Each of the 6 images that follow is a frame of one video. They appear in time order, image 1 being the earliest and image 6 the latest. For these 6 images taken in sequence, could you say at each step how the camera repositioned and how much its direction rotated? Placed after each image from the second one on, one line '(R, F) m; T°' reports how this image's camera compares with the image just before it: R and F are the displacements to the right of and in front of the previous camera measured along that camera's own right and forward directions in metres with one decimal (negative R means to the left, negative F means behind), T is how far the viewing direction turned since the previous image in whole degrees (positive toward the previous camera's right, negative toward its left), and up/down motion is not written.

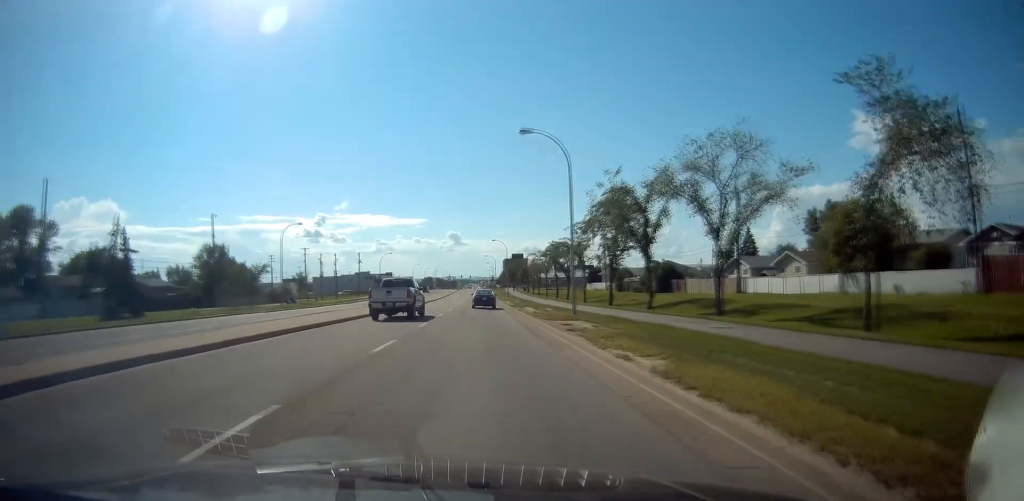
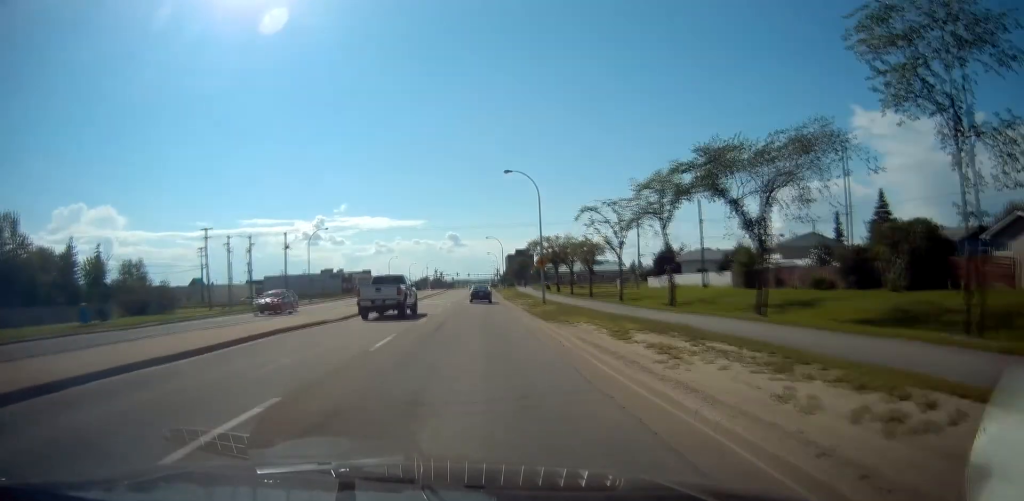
(0.0, +53.8) m; 0°
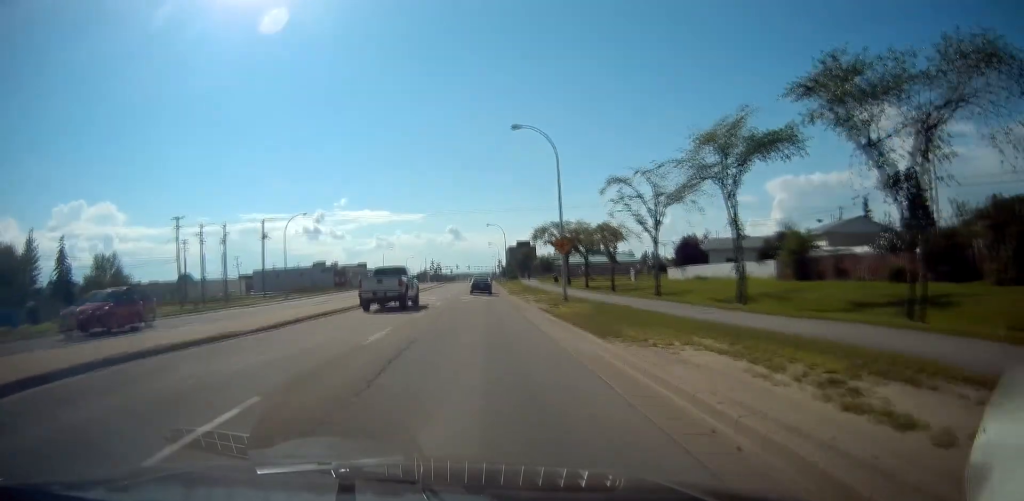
(0.0, +9.6) m; 0°
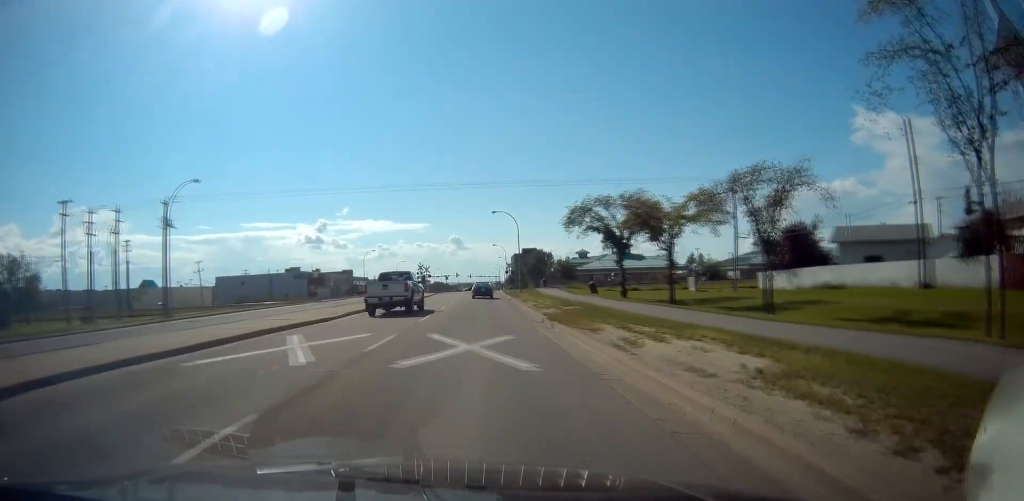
(0.0, +27.4) m; 0°
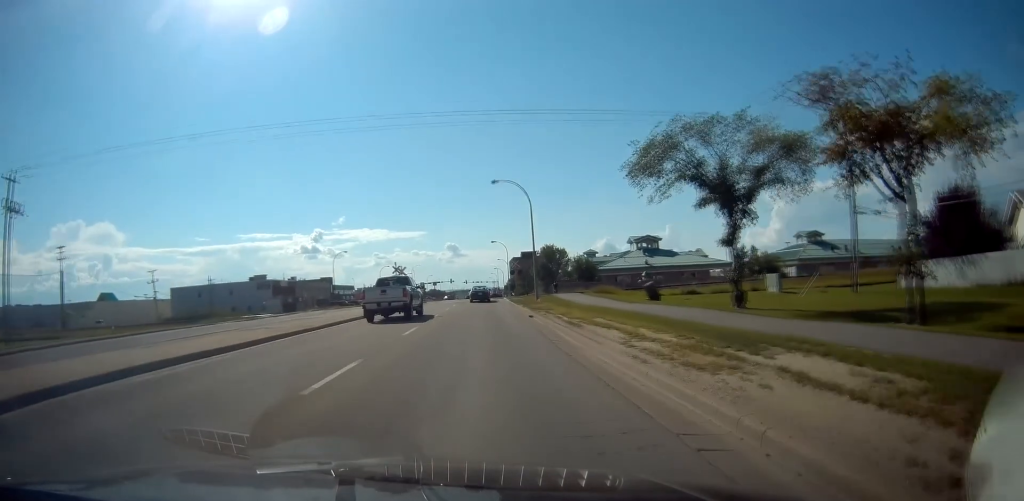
(0.0, +22.0) m; 0°
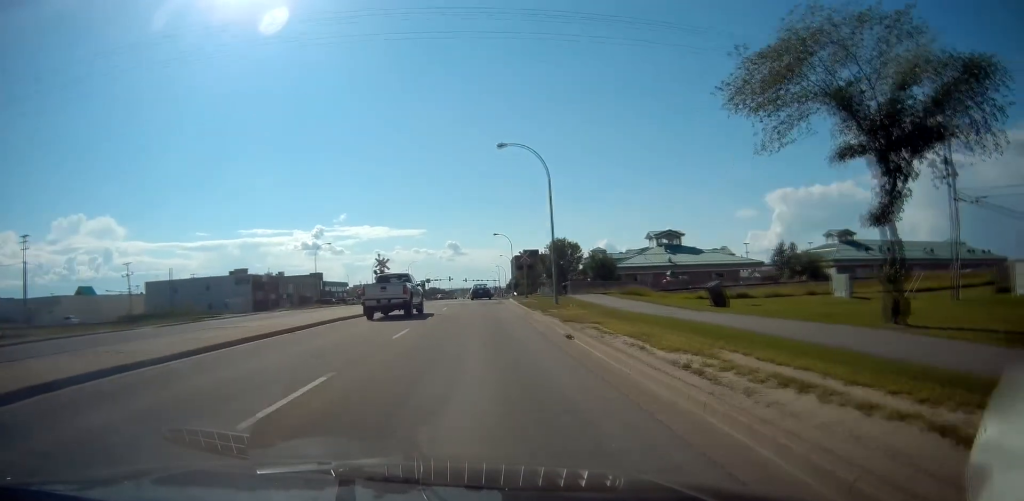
(0.0, +11.1) m; 0°
